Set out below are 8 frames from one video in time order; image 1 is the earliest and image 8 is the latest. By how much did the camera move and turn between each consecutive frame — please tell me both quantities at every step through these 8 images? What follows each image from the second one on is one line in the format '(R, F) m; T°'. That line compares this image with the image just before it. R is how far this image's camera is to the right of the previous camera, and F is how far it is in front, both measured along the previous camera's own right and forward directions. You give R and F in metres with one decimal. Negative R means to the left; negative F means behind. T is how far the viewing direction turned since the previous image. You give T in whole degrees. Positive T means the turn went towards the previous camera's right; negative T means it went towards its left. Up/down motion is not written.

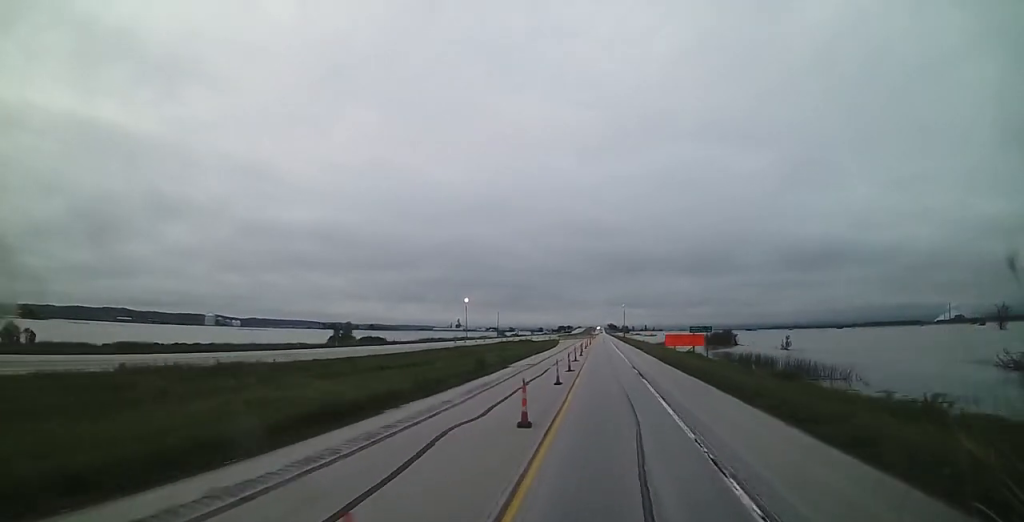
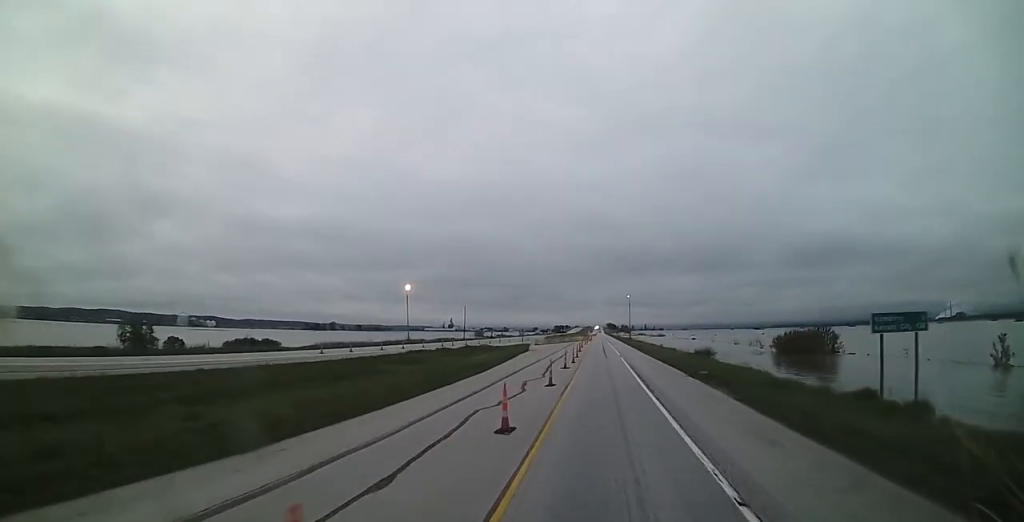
(-0.3, +54.2) m; 0°
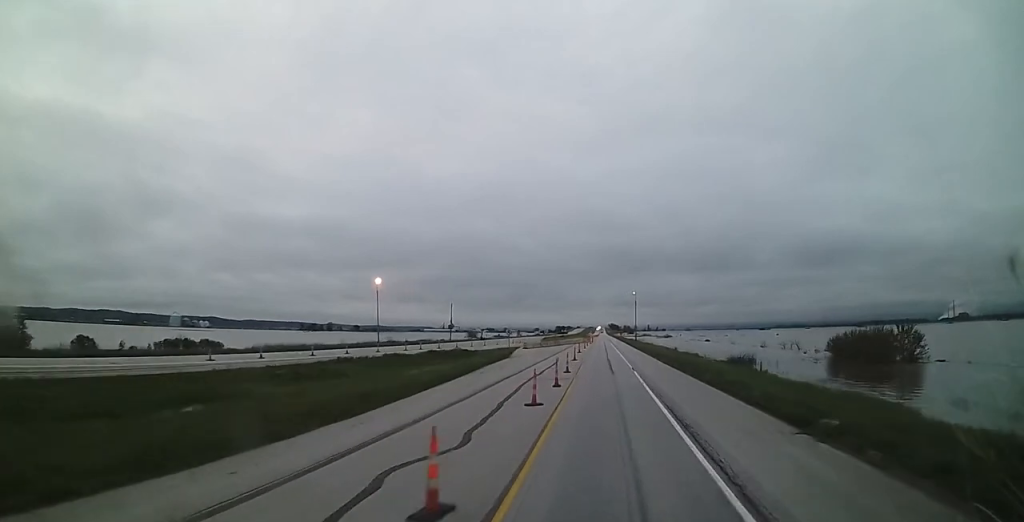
(0.0, +18.9) m; 0°
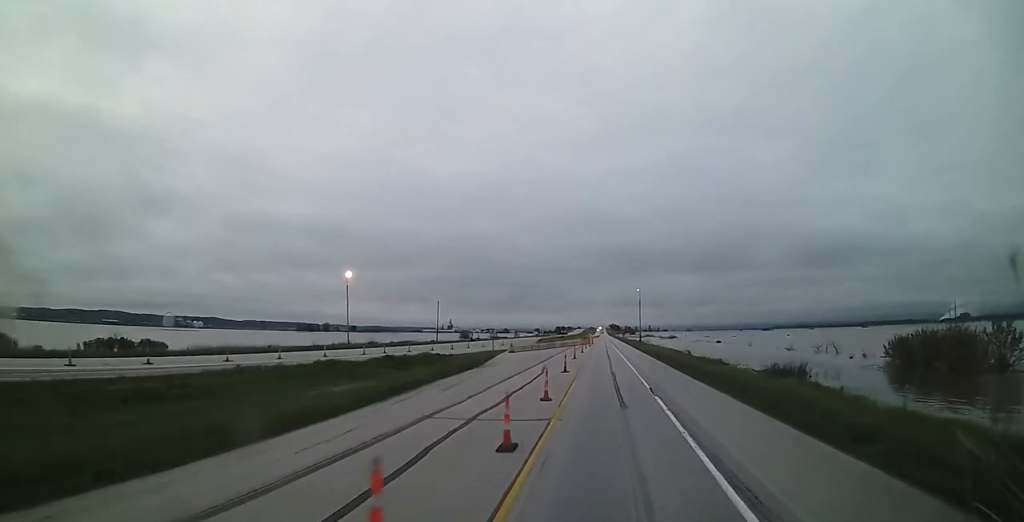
(0.0, +14.0) m; 0°
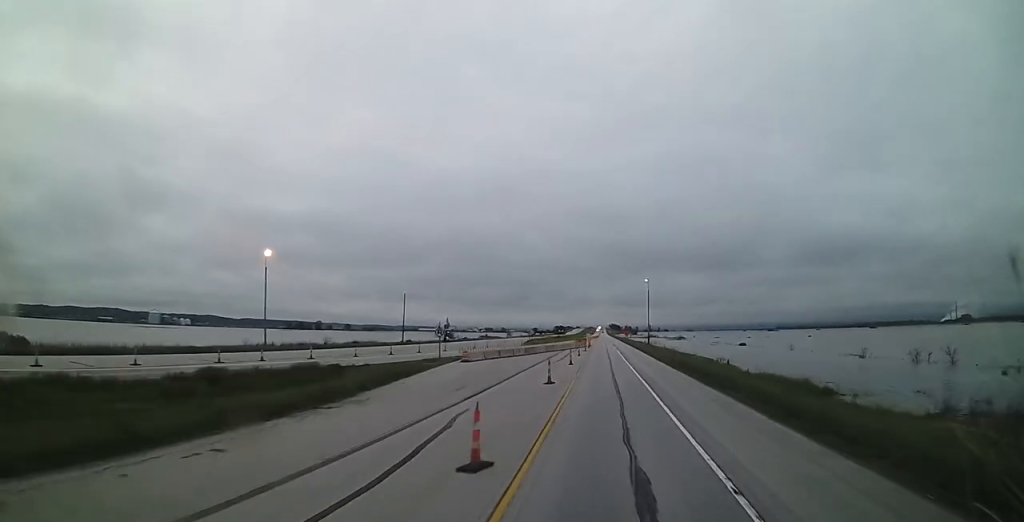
(+0.3, +25.5) m; +1°
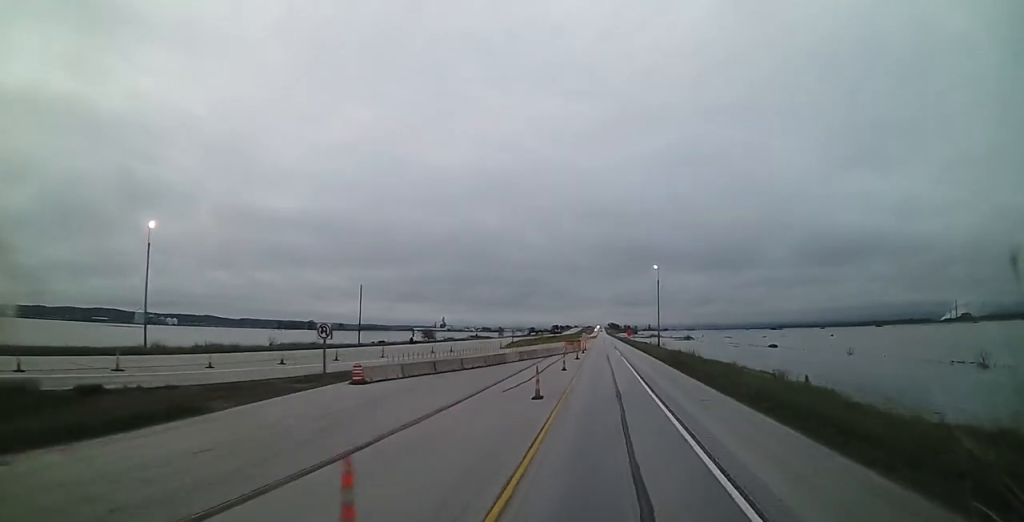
(0.0, +22.1) m; 0°
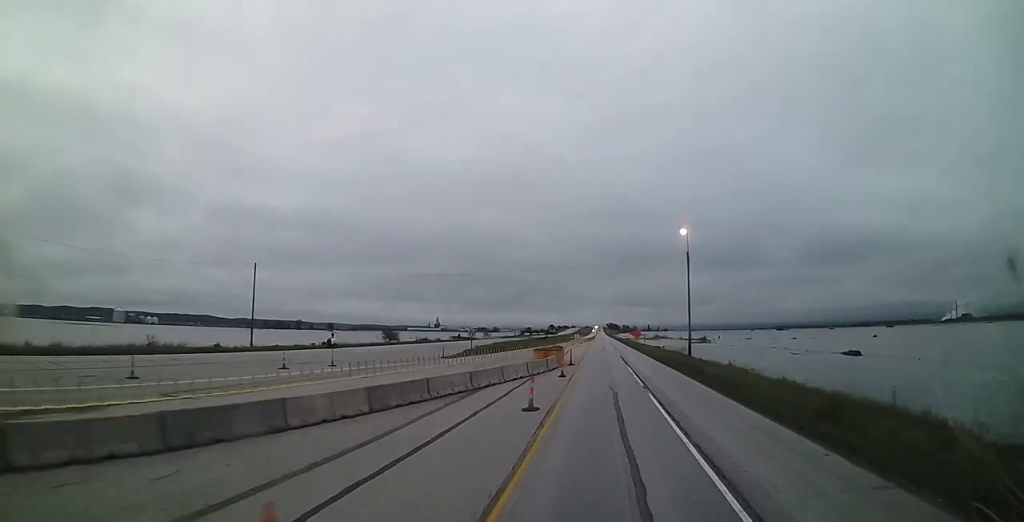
(-0.2, +32.7) m; -1°
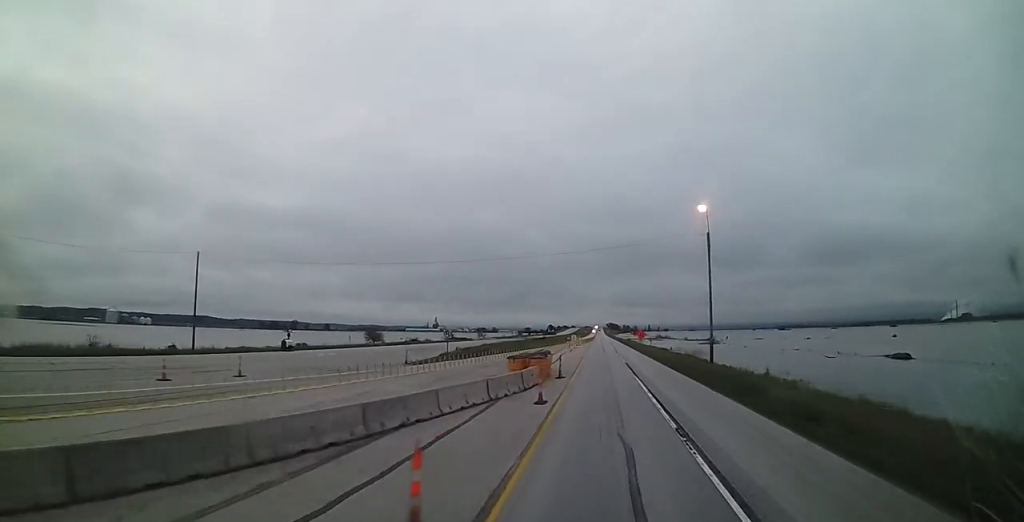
(-0.2, +11.5) m; 0°
